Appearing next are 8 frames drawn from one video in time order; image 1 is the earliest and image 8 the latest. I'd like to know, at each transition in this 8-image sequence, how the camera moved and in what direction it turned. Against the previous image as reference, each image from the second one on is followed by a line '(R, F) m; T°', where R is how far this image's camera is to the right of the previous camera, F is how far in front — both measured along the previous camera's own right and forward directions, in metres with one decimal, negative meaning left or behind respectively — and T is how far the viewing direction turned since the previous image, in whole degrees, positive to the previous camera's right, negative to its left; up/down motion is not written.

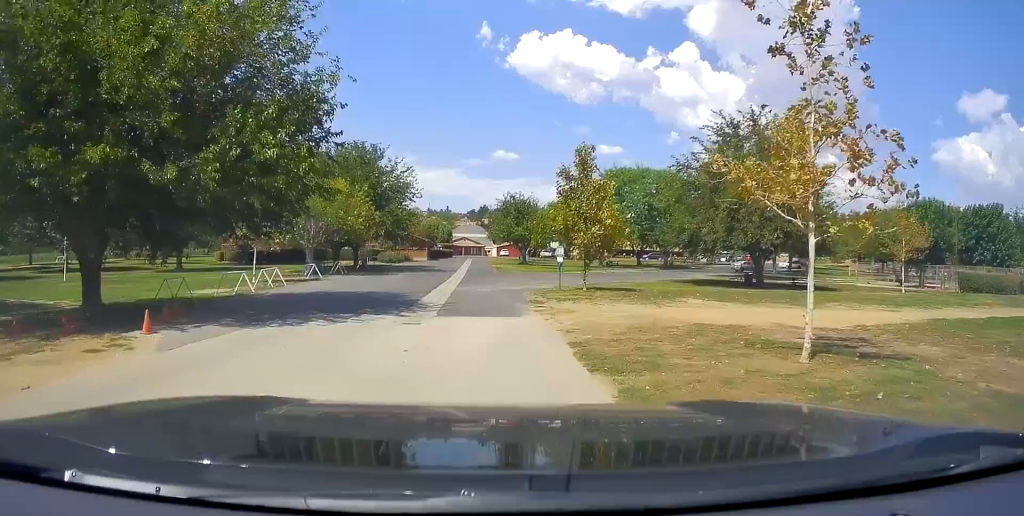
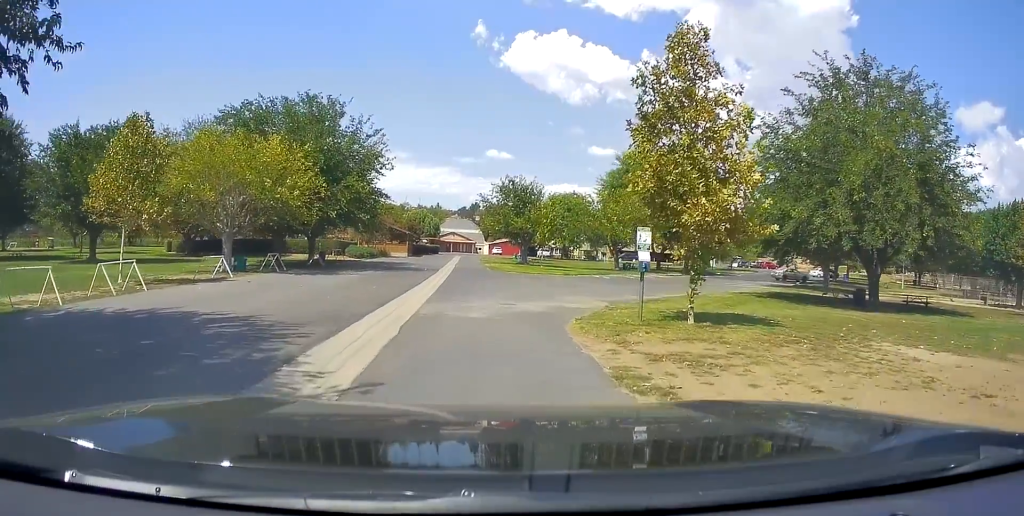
(+0.5, +14.1) m; -4°
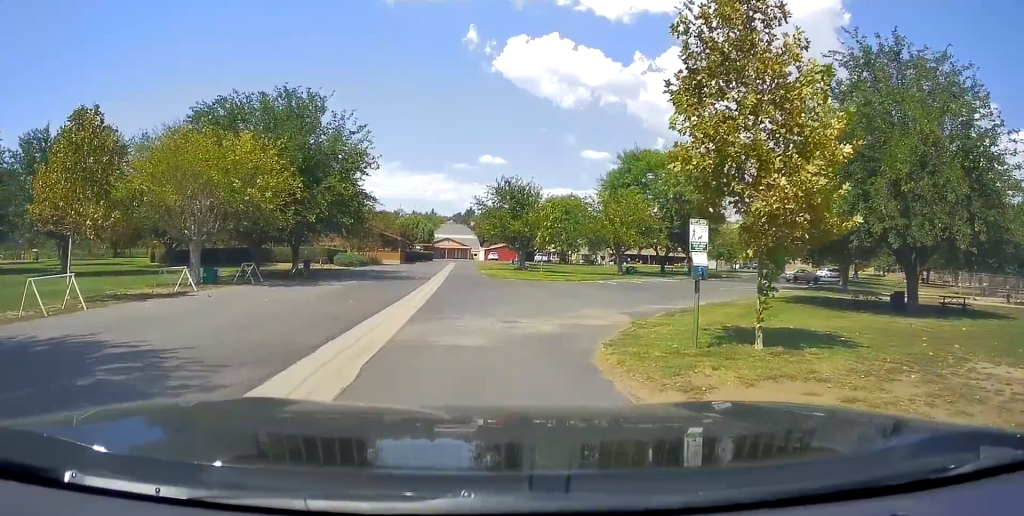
(-0.1, +3.3) m; -1°
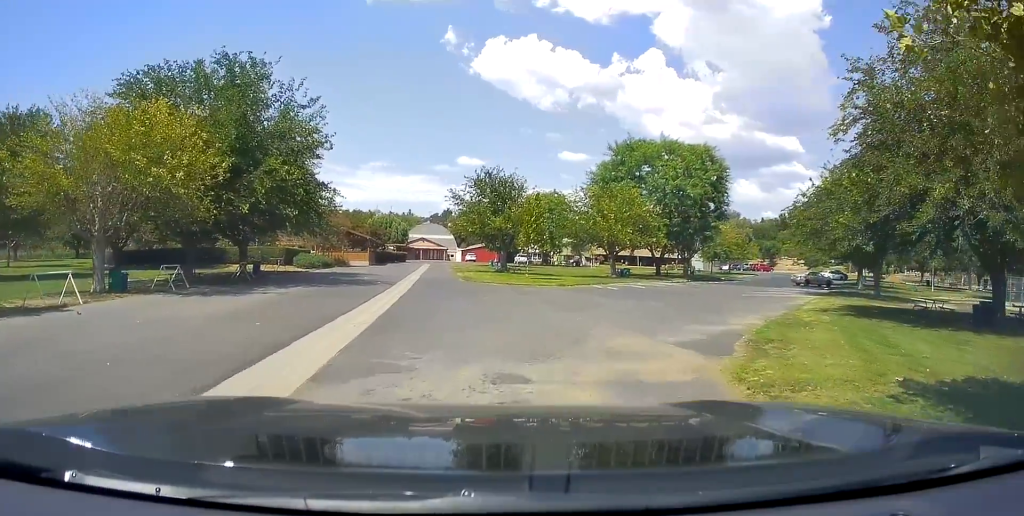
(0.0, +6.7) m; +3°
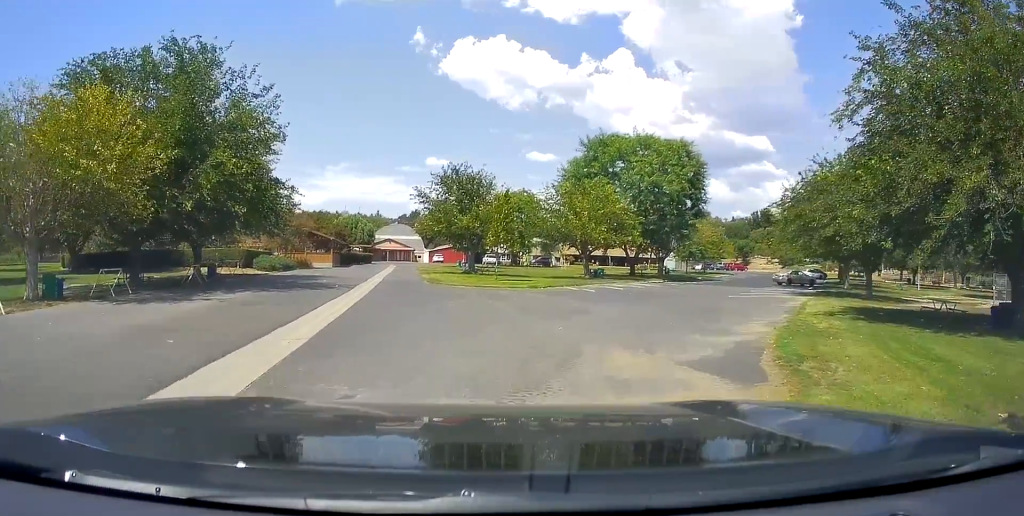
(-0.1, +2.4) m; +3°
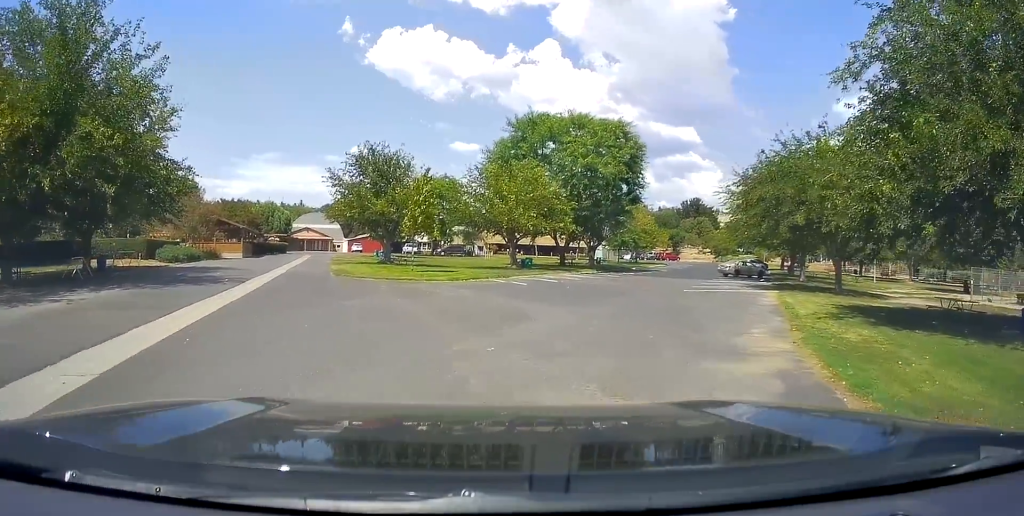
(+0.4, +4.5) m; +10°
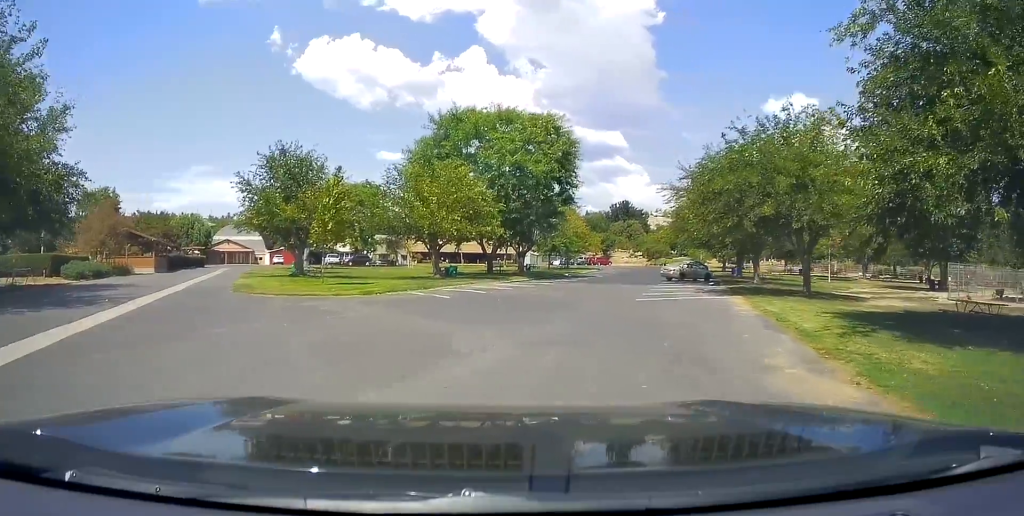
(+0.4, +4.0) m; +6°
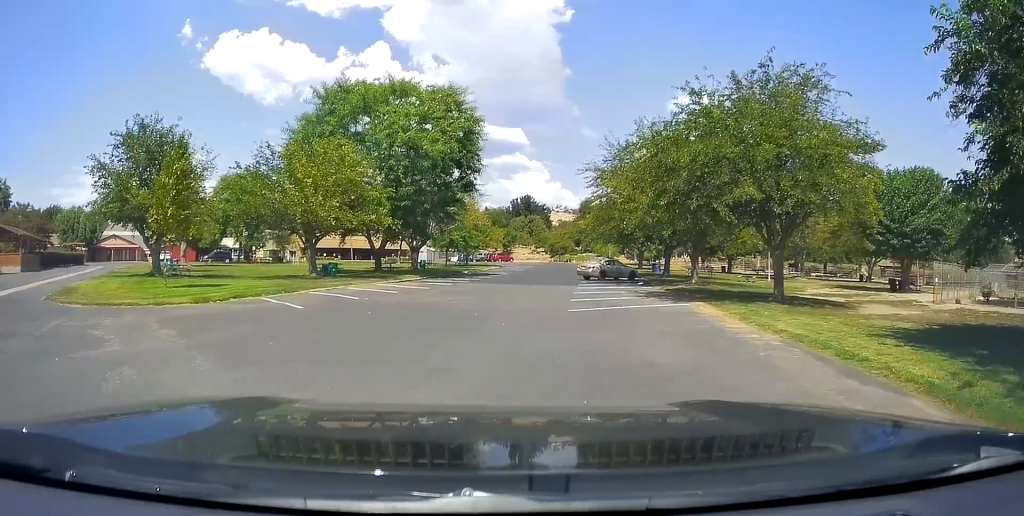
(+0.4, +7.0) m; +11°
